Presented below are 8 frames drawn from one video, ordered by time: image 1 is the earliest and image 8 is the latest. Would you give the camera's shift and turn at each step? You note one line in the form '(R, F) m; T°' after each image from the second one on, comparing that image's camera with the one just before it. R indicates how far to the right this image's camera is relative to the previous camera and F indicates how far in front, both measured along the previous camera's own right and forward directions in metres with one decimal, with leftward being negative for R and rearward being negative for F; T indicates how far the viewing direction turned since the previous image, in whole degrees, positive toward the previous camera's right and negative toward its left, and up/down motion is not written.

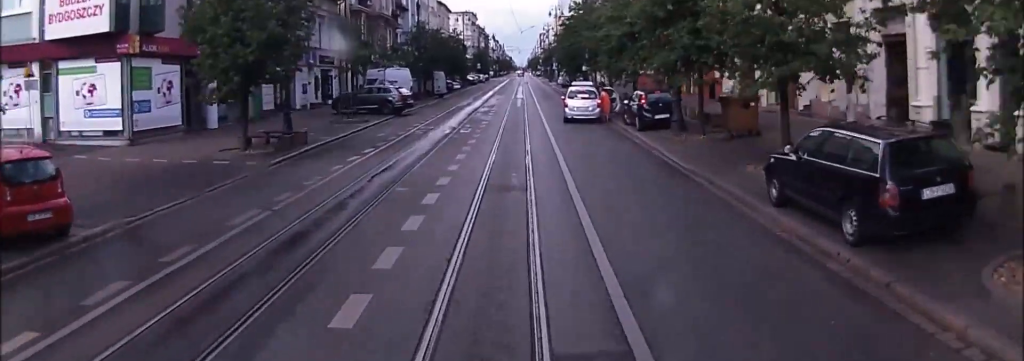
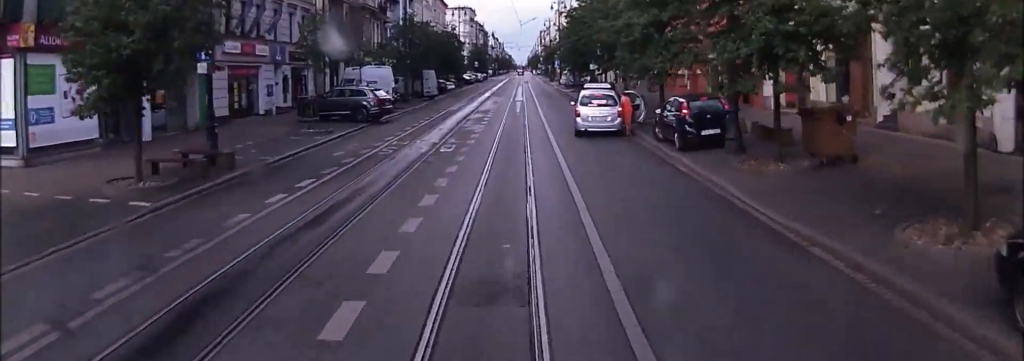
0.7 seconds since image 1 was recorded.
(-0.1, +6.3) m; +1°
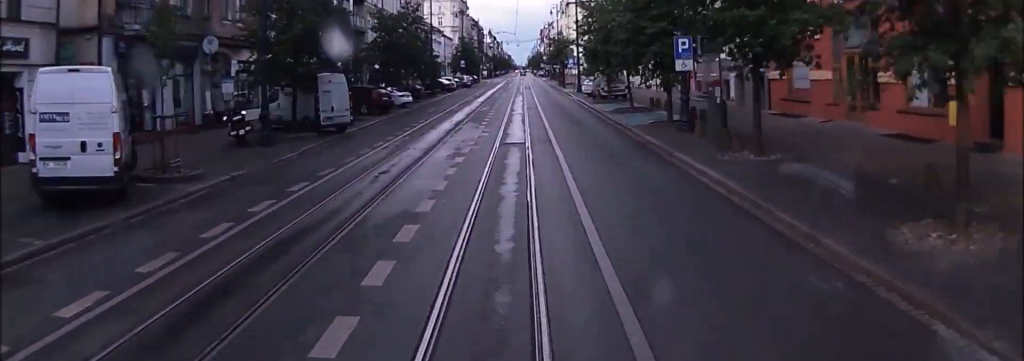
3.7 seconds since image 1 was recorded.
(-0.7, +28.6) m; -3°
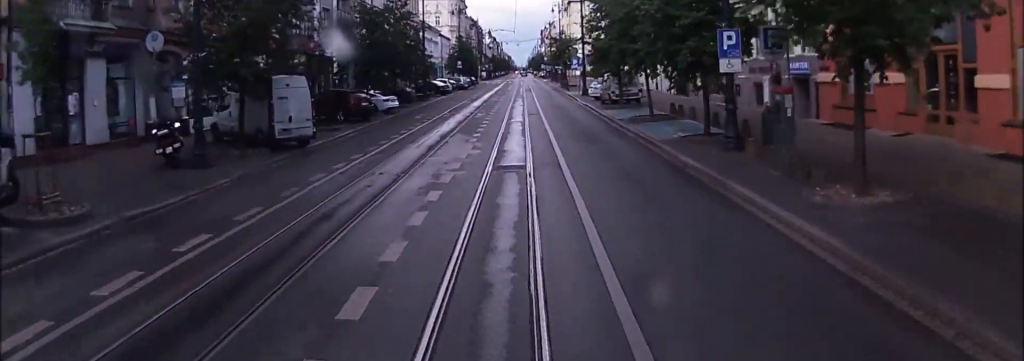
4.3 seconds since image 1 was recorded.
(0.0, +5.2) m; 0°
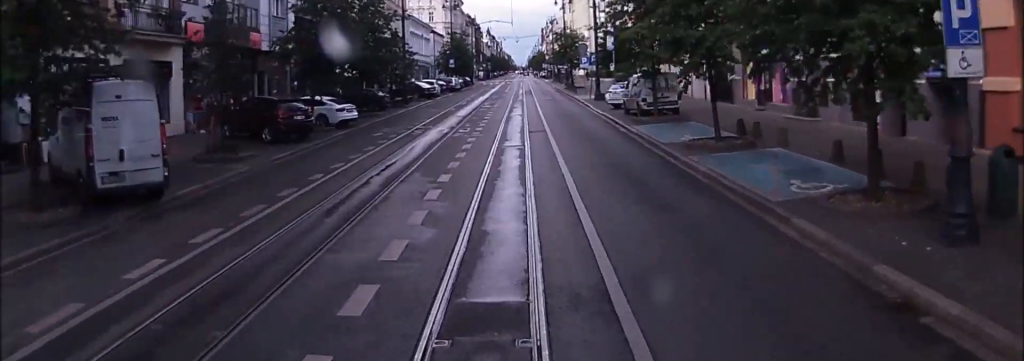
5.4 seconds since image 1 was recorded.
(+0.1, +10.1) m; +1°
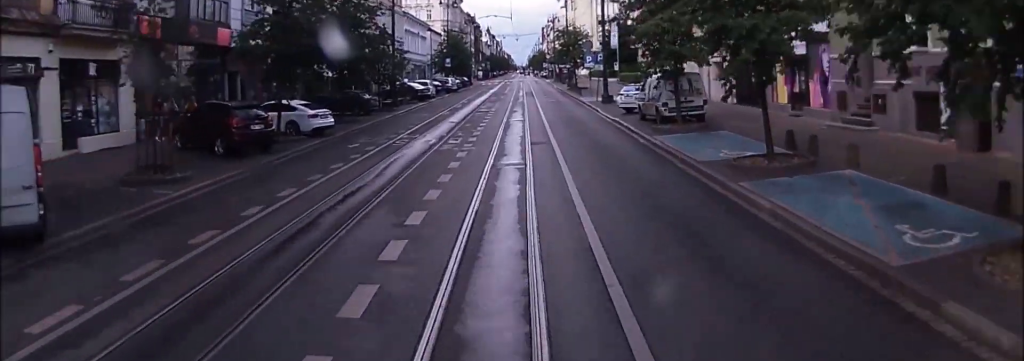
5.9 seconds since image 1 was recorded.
(0.0, +4.1) m; 0°
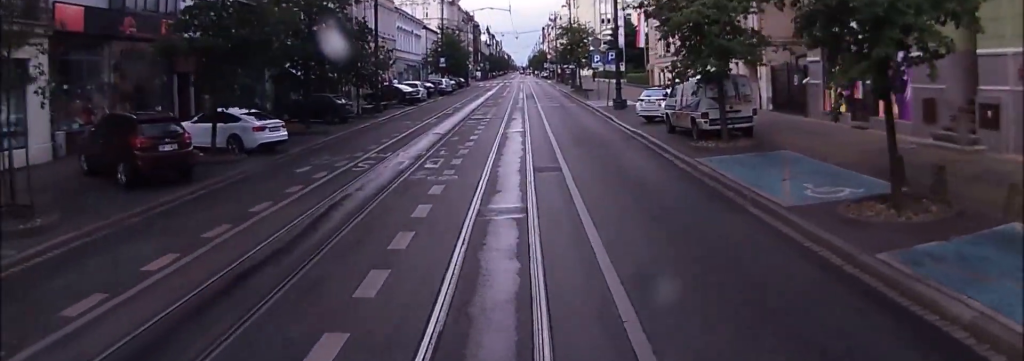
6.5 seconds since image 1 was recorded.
(0.0, +5.4) m; -1°
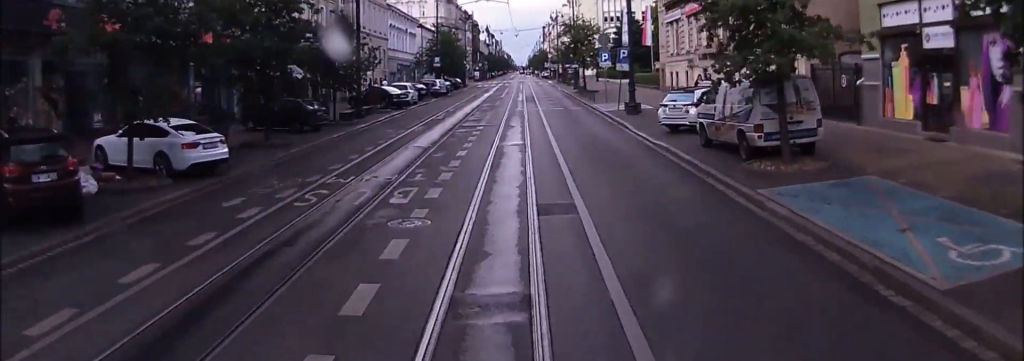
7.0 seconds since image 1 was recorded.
(0.0, +4.6) m; -1°
